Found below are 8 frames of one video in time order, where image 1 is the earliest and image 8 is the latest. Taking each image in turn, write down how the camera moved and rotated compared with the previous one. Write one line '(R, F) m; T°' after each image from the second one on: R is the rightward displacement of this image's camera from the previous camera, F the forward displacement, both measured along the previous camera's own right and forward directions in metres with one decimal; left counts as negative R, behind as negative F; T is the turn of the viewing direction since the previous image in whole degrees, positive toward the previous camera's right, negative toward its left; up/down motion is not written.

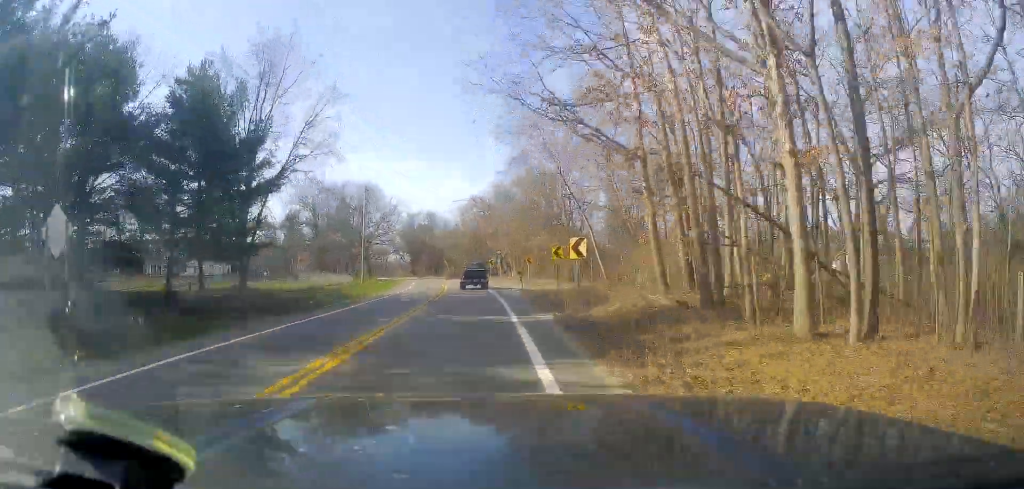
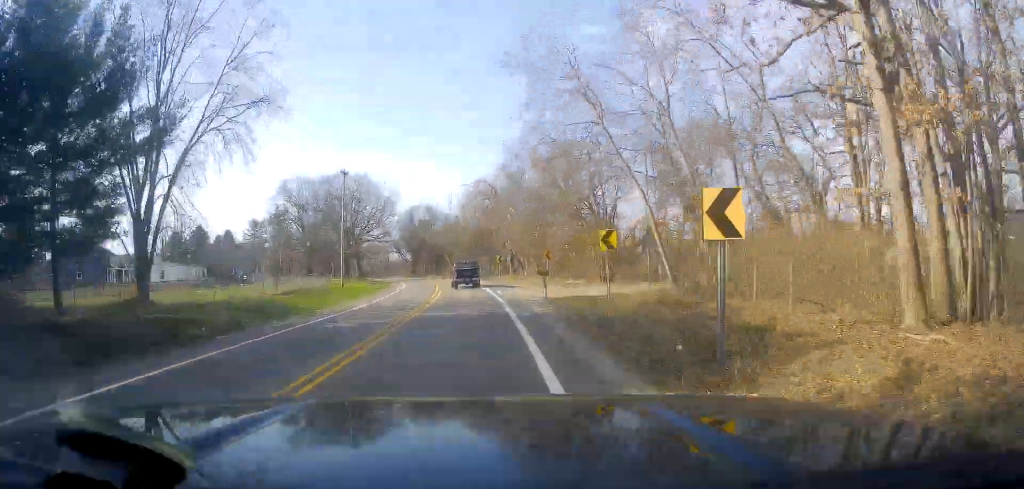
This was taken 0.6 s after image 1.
(+0.2, +13.9) m; 0°
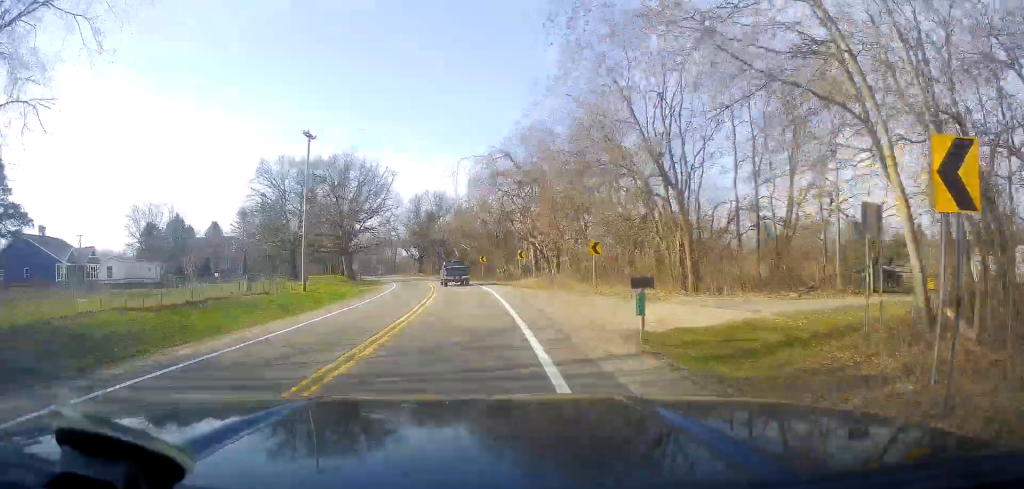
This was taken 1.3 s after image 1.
(+0.5, +16.8) m; -2°
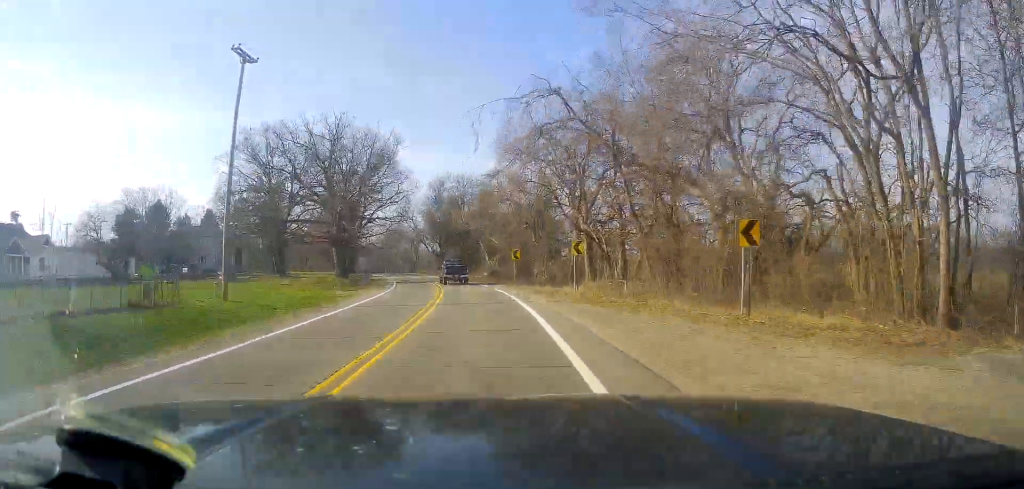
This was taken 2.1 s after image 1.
(-1.0, +17.4) m; -4°
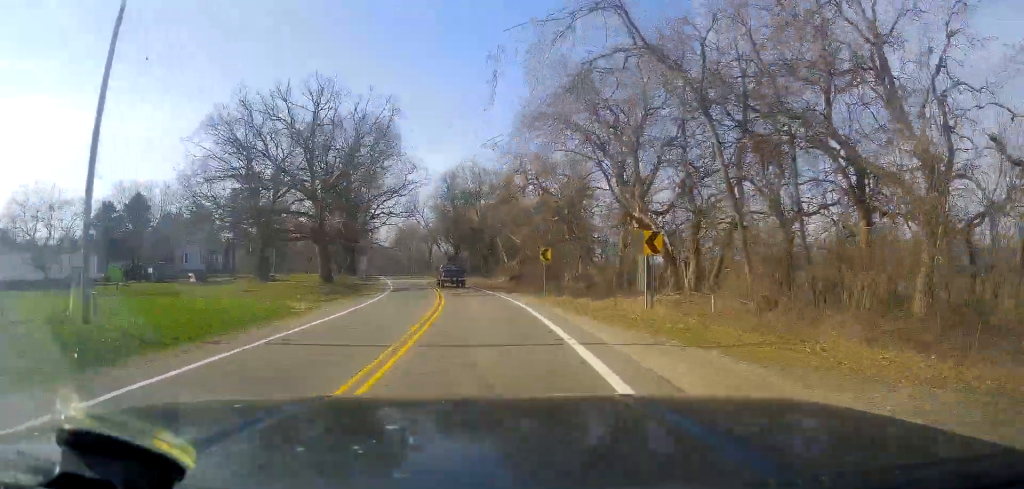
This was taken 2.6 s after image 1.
(-0.3, +11.4) m; -2°
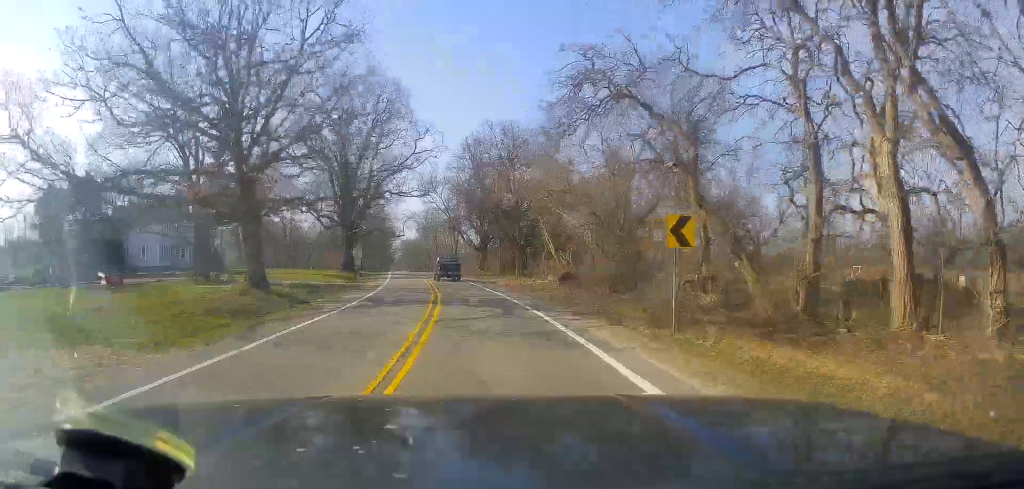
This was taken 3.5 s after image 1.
(-0.4, +19.9) m; -3°
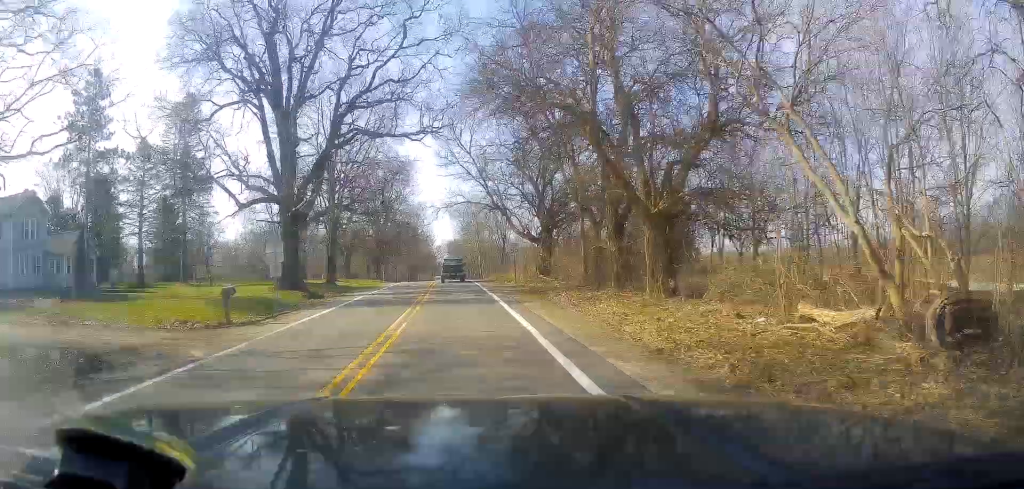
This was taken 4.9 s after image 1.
(-1.3, +32.8) m; -4°
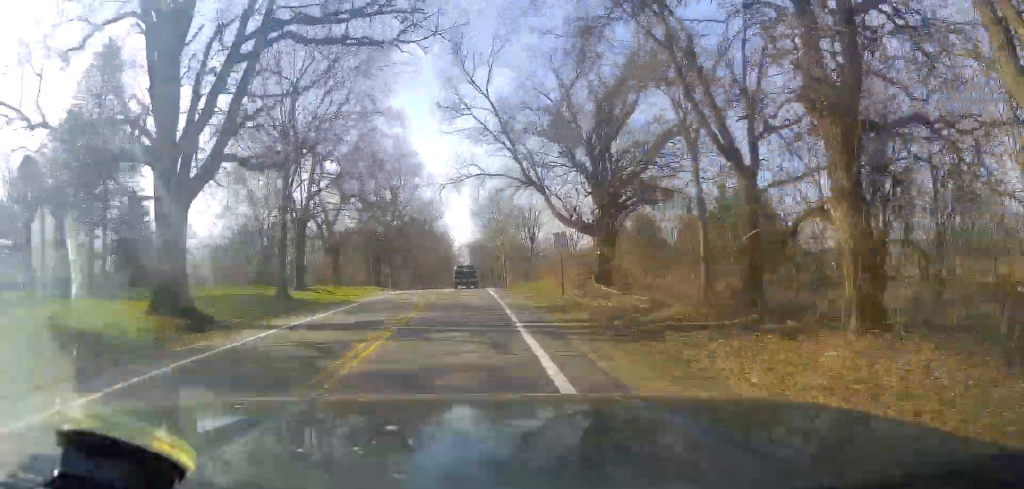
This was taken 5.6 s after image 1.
(-0.3, +16.5) m; -2°
